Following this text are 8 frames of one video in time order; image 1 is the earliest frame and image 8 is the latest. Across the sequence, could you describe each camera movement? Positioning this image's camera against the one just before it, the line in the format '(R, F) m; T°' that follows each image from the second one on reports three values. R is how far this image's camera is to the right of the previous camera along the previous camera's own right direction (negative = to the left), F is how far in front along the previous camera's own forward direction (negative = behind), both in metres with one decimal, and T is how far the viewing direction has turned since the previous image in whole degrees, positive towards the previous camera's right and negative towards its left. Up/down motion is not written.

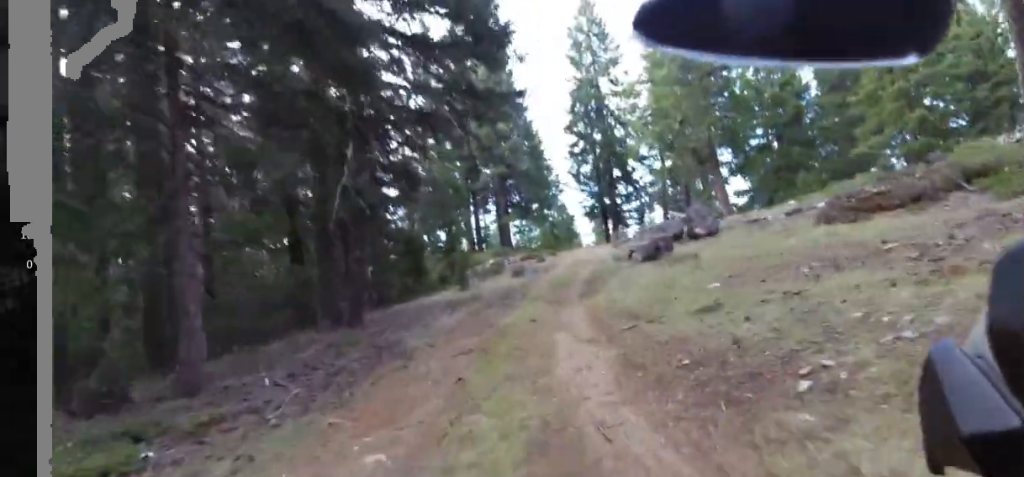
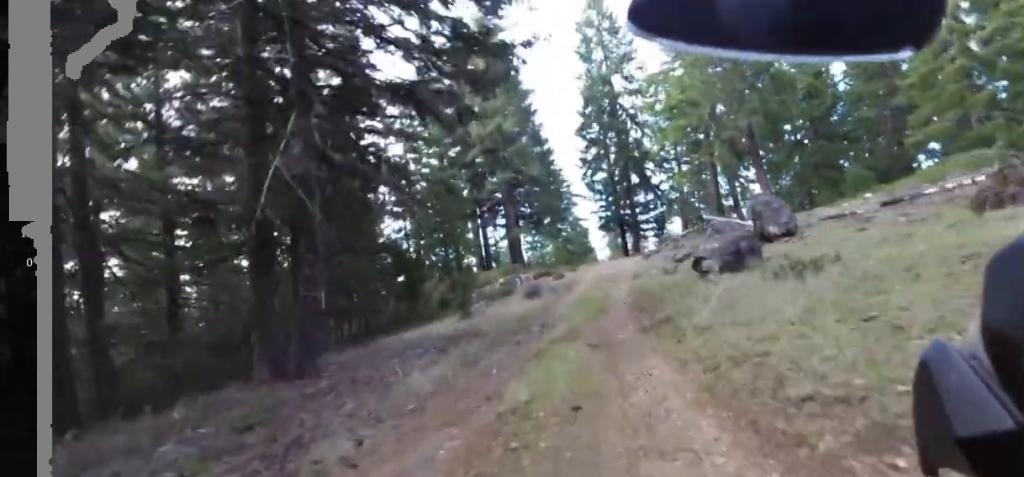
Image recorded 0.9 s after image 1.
(+0.8, +5.4) m; +5°
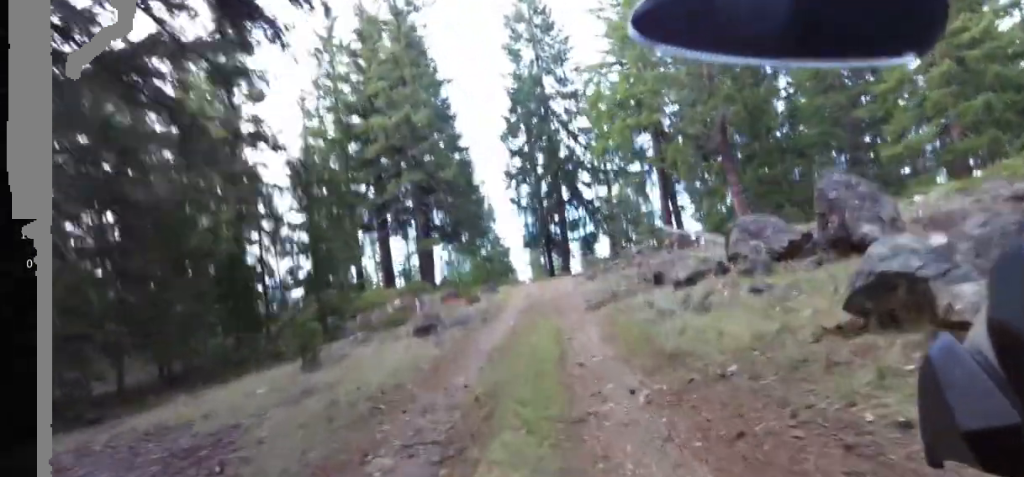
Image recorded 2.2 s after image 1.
(-0.1, +7.8) m; 0°
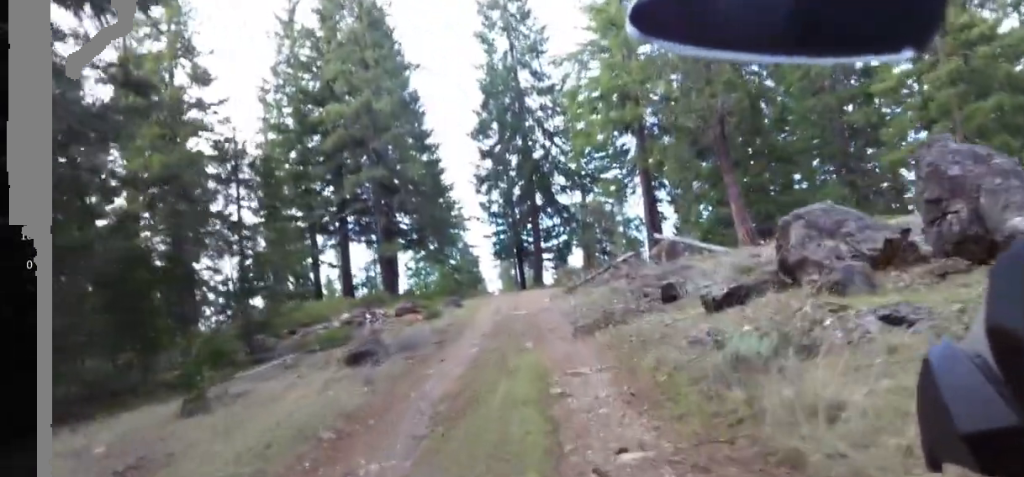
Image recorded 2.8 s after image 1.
(+0.3, +3.3) m; -2°
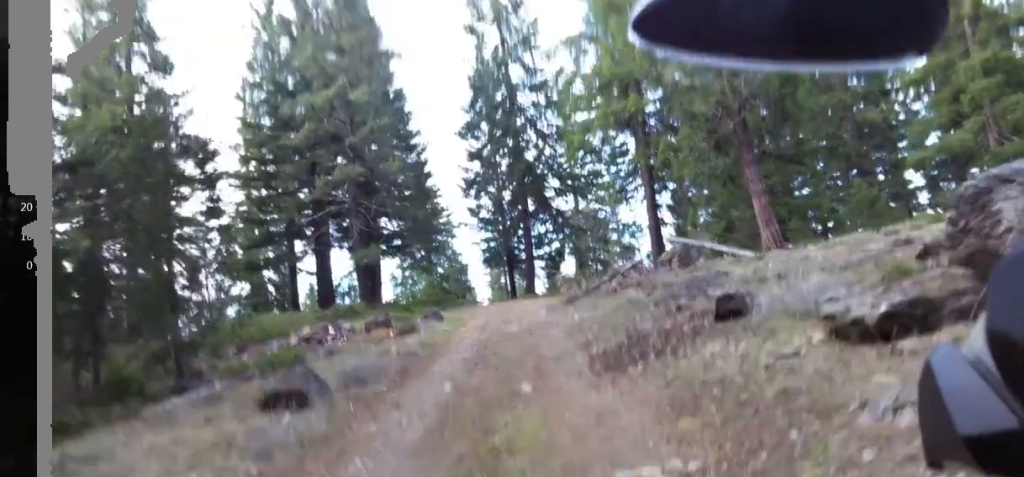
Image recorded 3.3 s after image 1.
(-0.1, +3.4) m; -1°
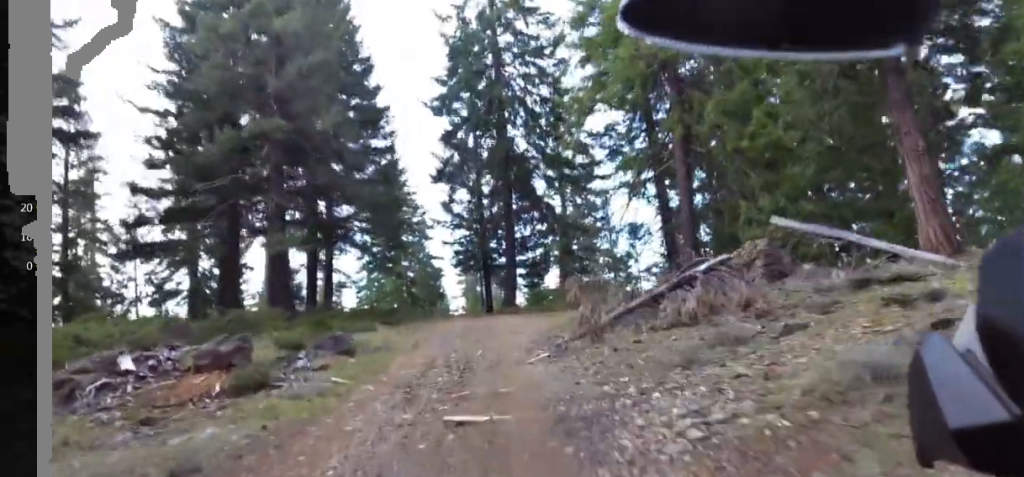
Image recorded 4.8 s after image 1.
(-0.1, +10.6) m; +6°
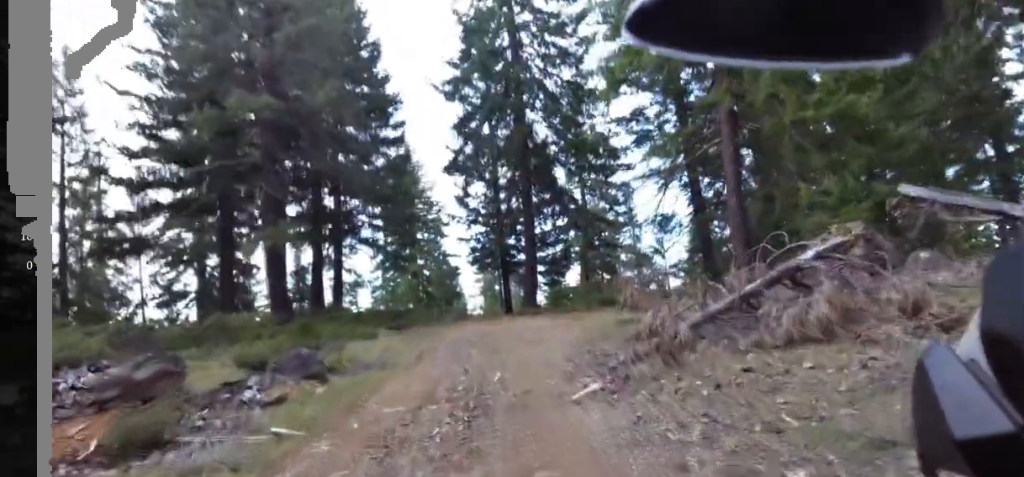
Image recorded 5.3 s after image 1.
(+0.1, +3.4) m; 0°
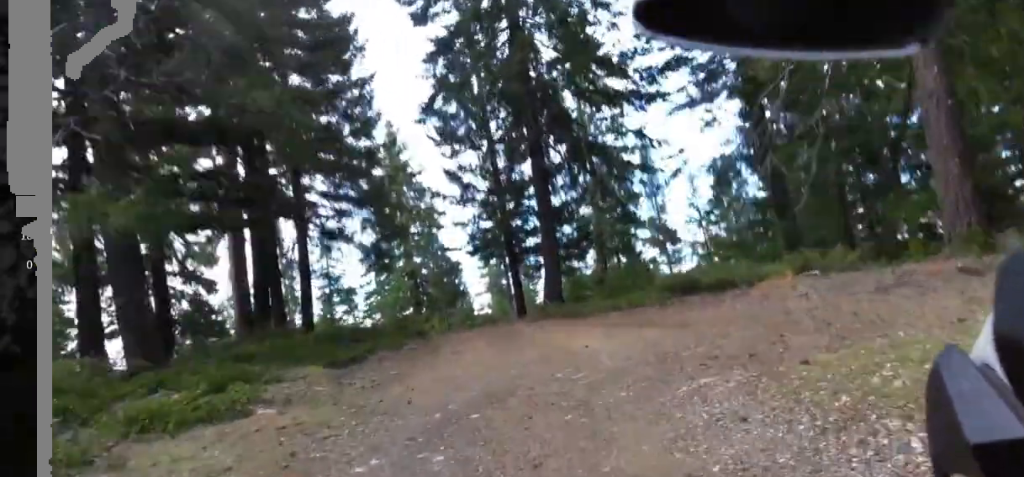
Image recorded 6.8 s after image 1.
(-0.7, +9.5) m; -12°
